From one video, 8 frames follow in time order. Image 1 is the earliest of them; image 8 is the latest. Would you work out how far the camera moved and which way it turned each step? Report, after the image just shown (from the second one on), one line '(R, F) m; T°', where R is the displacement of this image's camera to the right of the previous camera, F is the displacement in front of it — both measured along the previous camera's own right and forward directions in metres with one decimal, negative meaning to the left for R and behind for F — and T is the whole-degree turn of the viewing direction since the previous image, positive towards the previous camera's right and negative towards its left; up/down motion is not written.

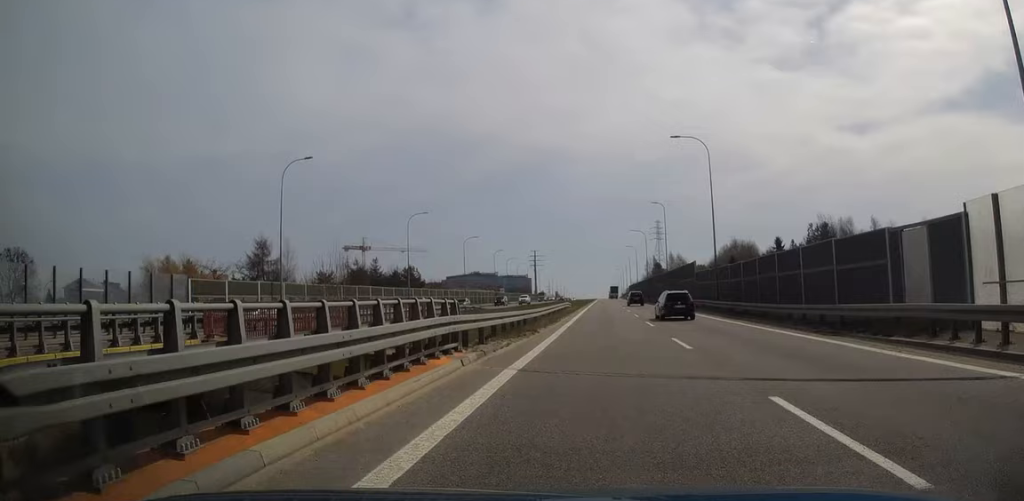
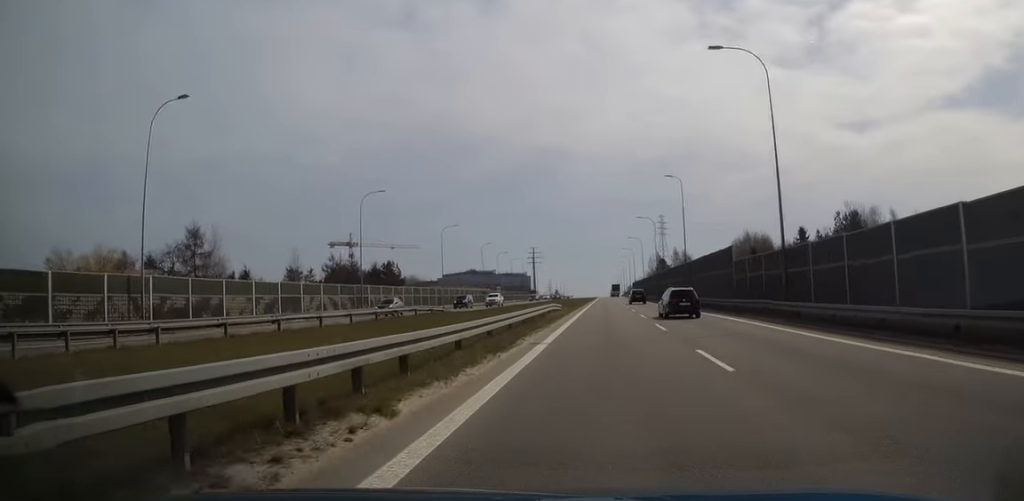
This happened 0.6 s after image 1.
(0.0, +17.0) m; 0°
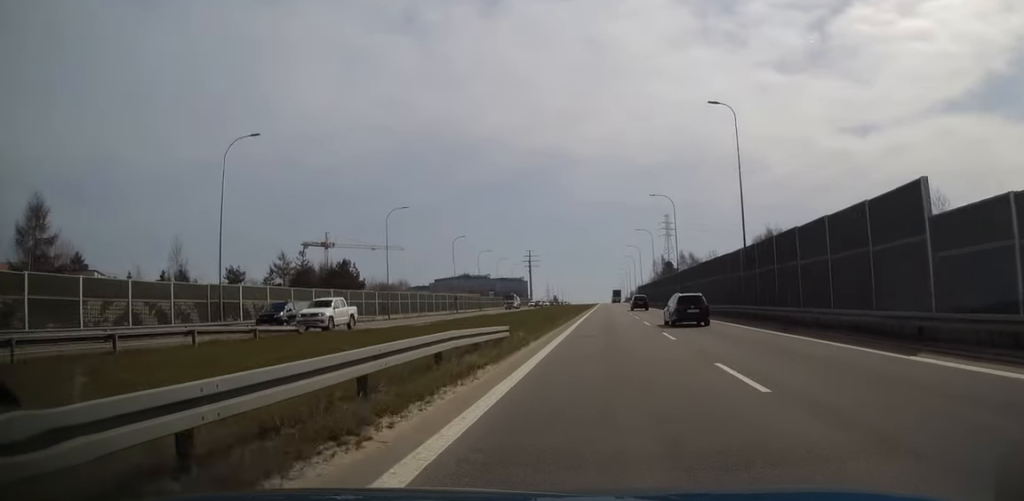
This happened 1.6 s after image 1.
(+0.1, +25.9) m; 0°
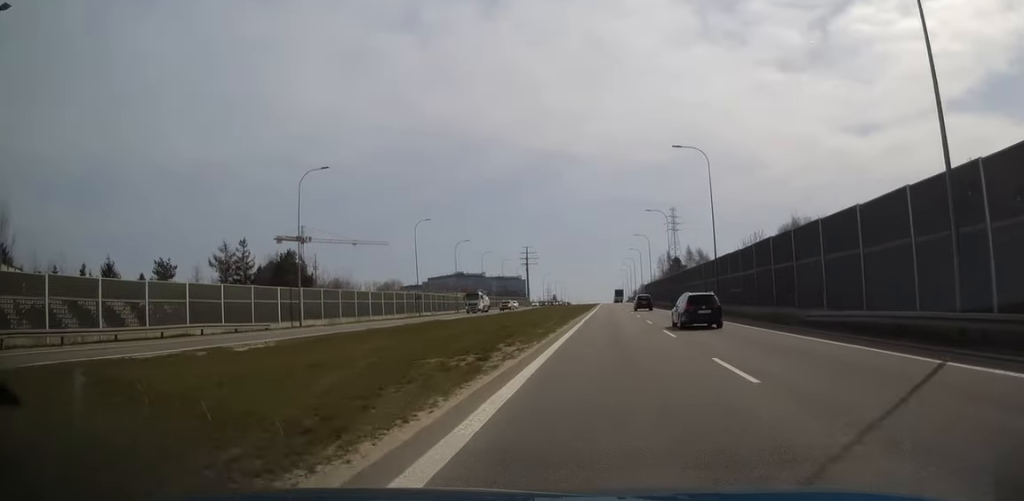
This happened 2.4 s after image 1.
(+0.1, +22.6) m; 0°
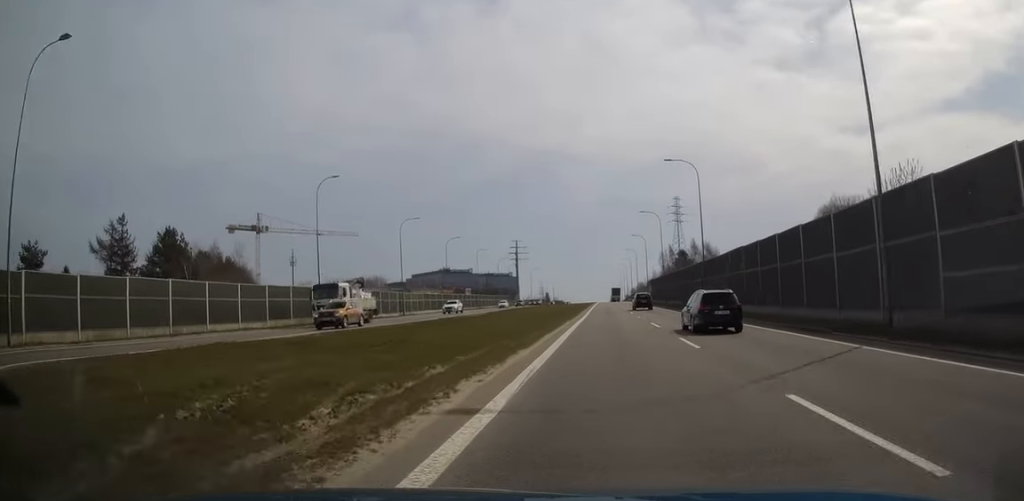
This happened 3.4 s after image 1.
(-0.1, +29.4) m; 0°
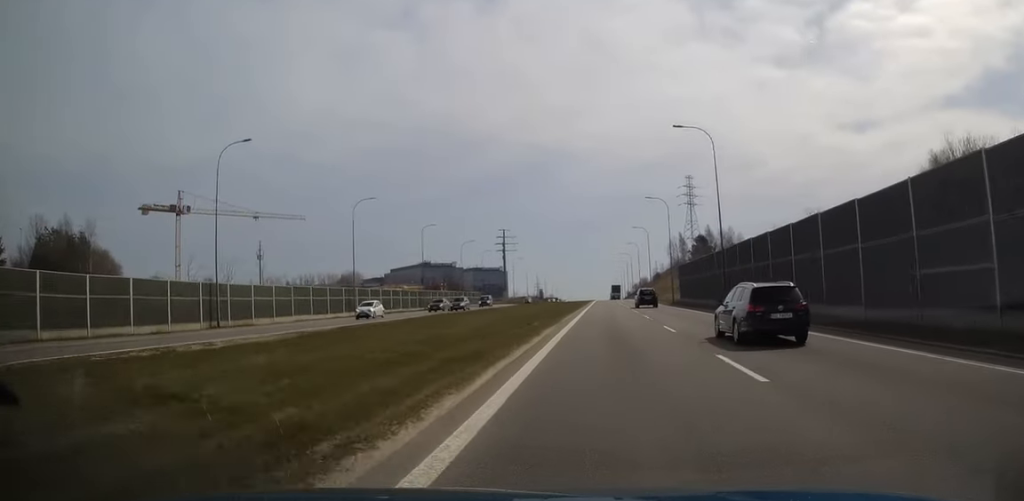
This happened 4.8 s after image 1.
(+0.1, +42.6) m; 0°
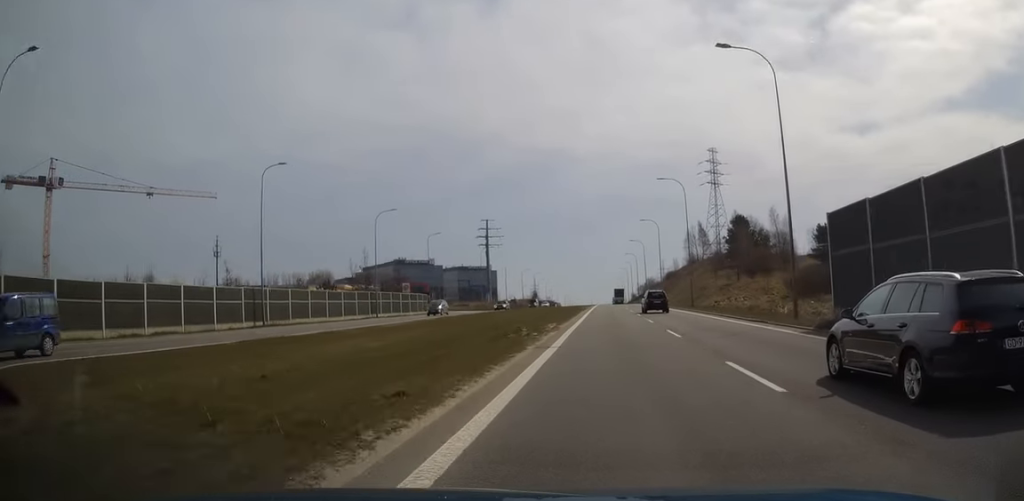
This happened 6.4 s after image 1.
(-0.1, +48.6) m; 0°
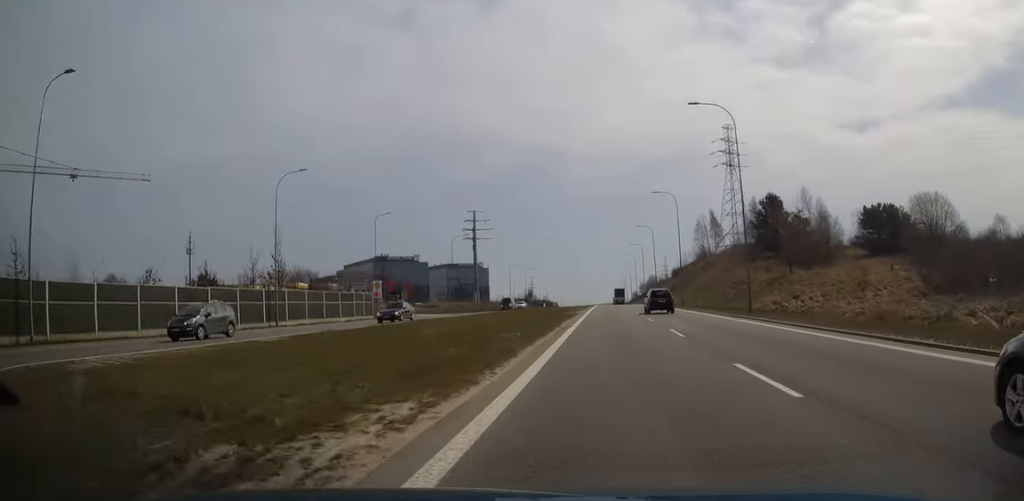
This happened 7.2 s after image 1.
(+0.2, +24.6) m; 0°
